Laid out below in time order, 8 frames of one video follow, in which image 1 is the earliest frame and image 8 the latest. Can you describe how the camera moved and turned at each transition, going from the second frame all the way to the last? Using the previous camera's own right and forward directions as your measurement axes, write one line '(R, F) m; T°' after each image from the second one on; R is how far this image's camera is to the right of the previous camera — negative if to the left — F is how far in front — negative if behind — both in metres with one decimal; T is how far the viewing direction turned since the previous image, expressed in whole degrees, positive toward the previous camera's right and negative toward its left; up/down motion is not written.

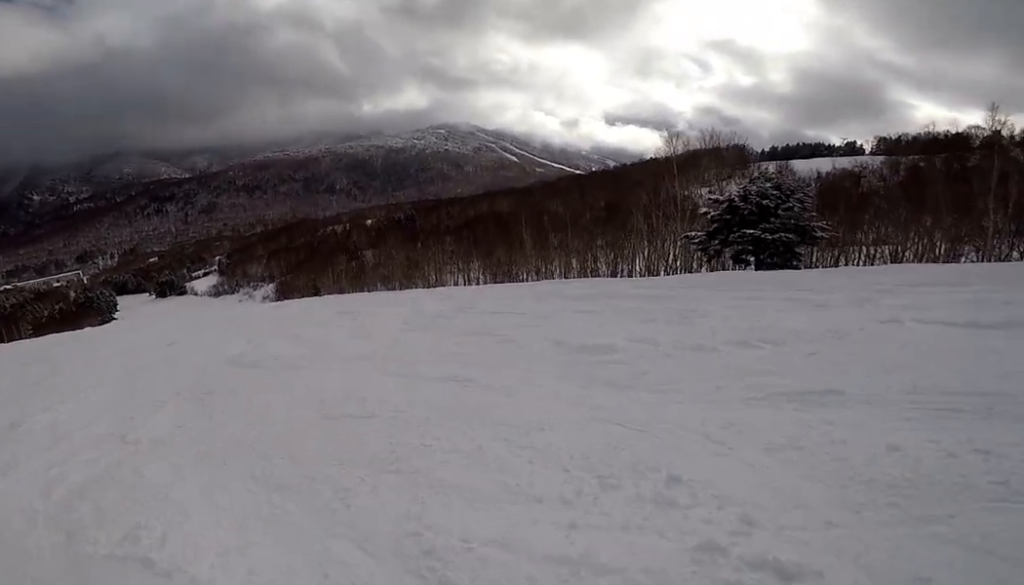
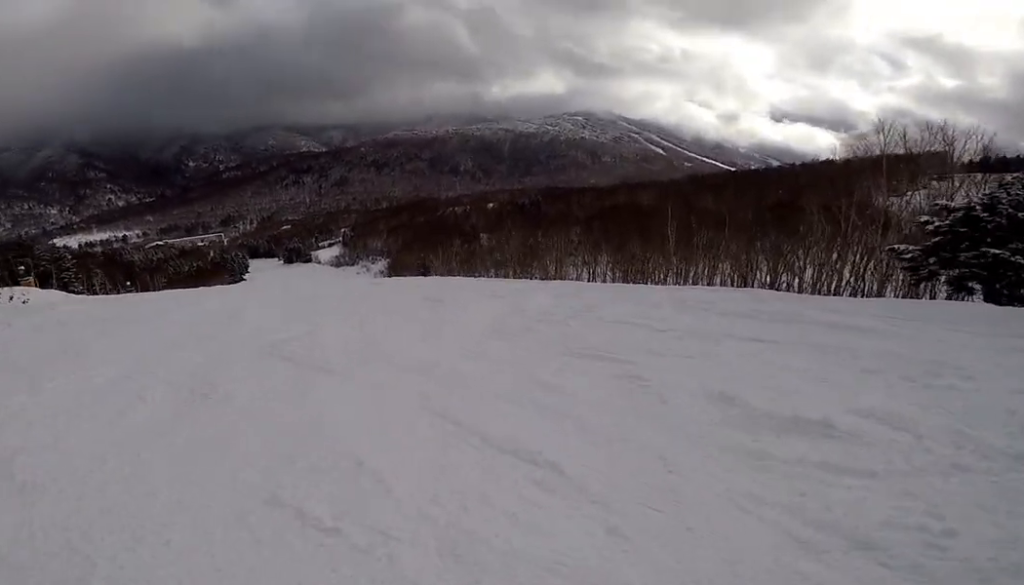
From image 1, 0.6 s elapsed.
(-0.3, +3.0) m; -16°
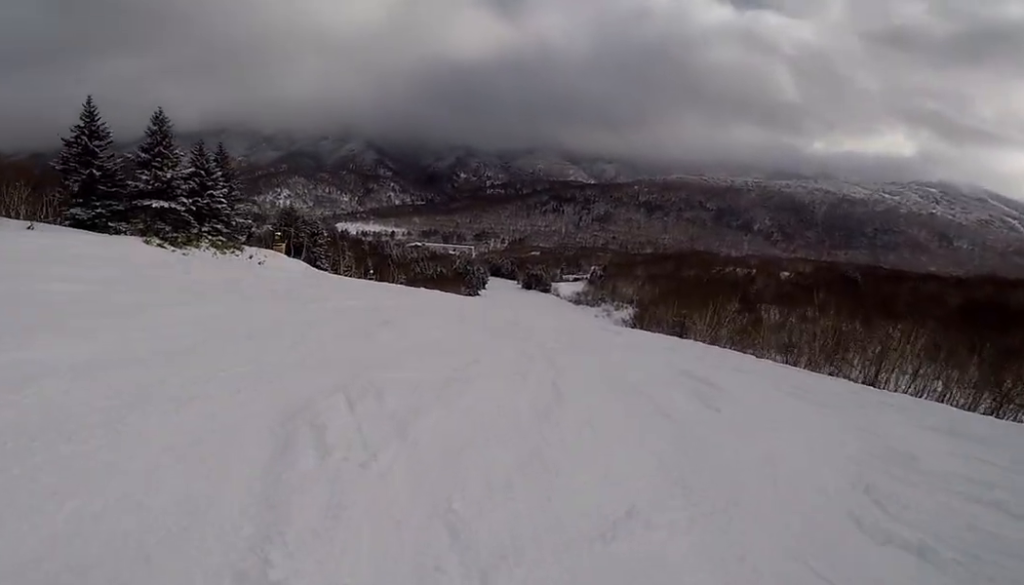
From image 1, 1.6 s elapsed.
(-1.1, +5.8) m; -11°
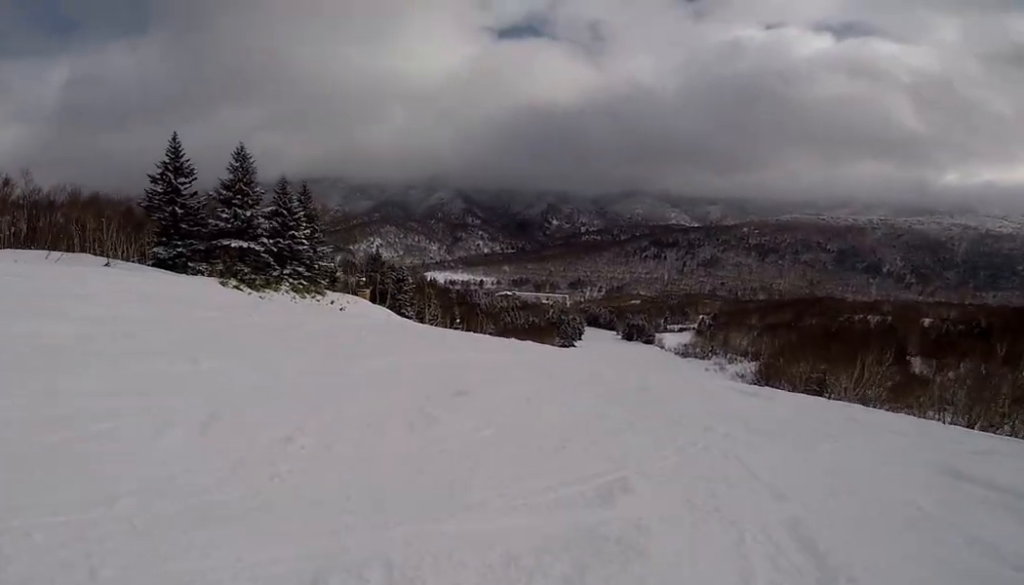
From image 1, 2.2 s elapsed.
(0.0, +3.2) m; 0°
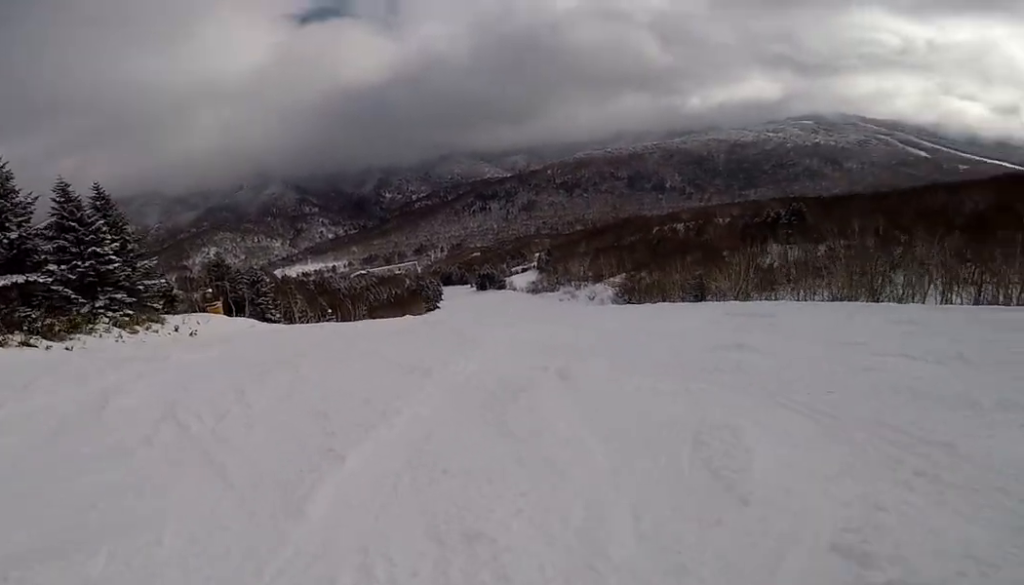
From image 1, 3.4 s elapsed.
(0.0, +6.7) m; +11°
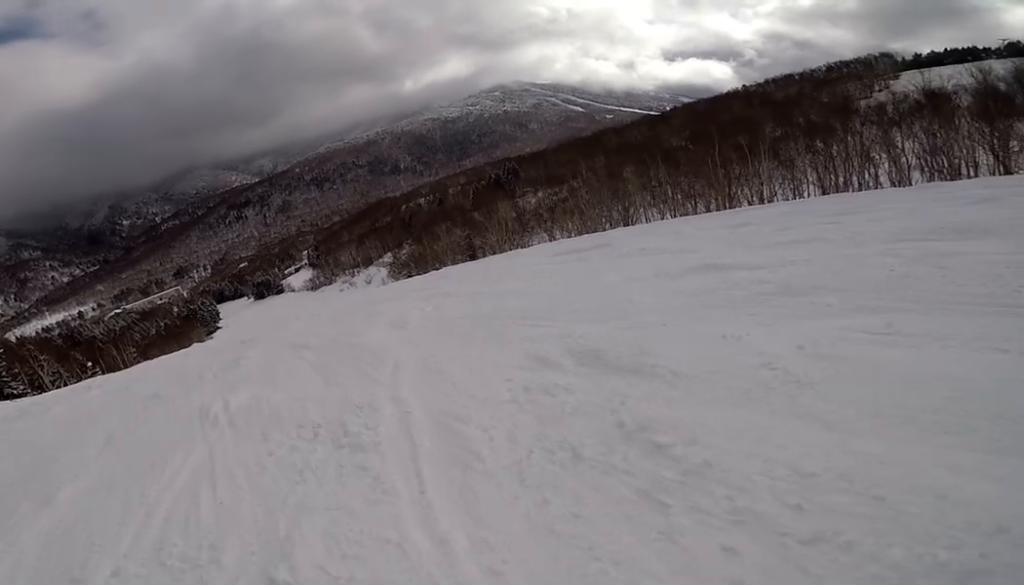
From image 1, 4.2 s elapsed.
(+0.7, +3.3) m; +26°
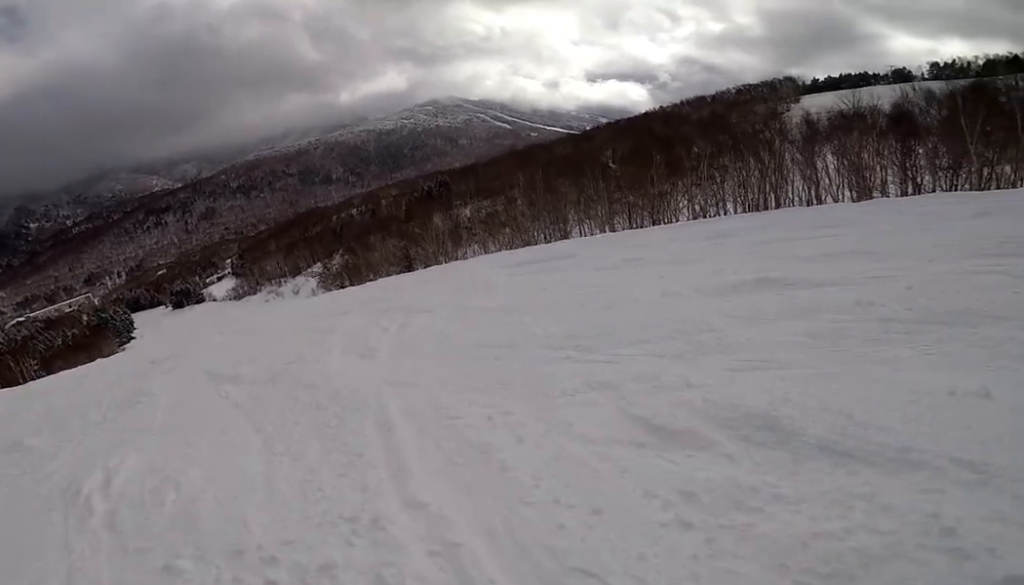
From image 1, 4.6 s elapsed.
(-0.2, +1.7) m; +16°
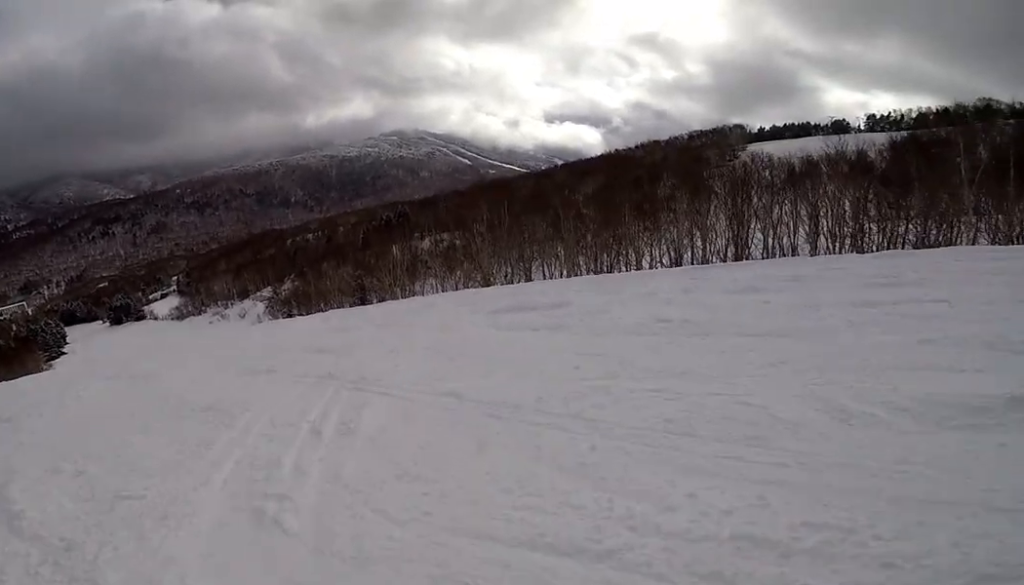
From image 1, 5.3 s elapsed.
(+1.2, +2.7) m; +2°
